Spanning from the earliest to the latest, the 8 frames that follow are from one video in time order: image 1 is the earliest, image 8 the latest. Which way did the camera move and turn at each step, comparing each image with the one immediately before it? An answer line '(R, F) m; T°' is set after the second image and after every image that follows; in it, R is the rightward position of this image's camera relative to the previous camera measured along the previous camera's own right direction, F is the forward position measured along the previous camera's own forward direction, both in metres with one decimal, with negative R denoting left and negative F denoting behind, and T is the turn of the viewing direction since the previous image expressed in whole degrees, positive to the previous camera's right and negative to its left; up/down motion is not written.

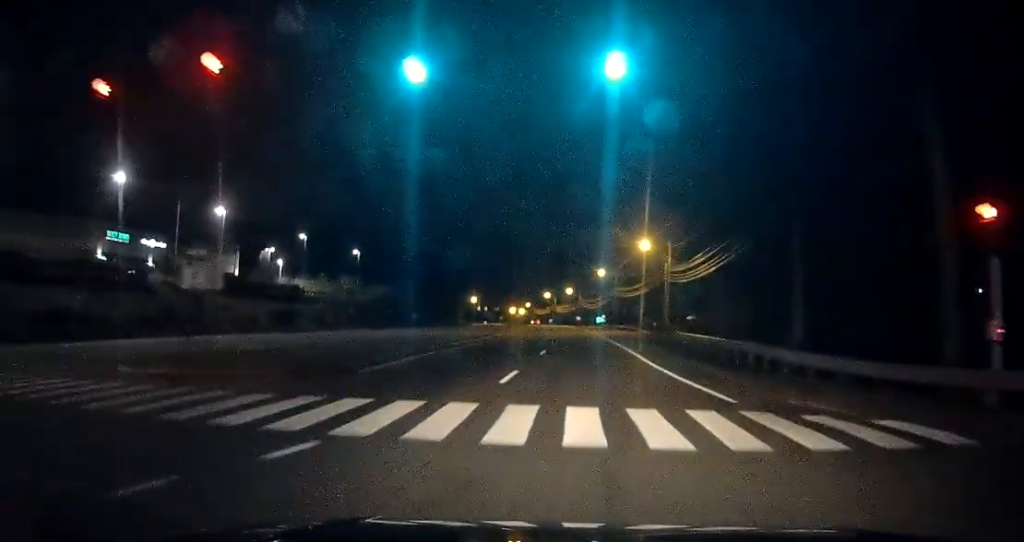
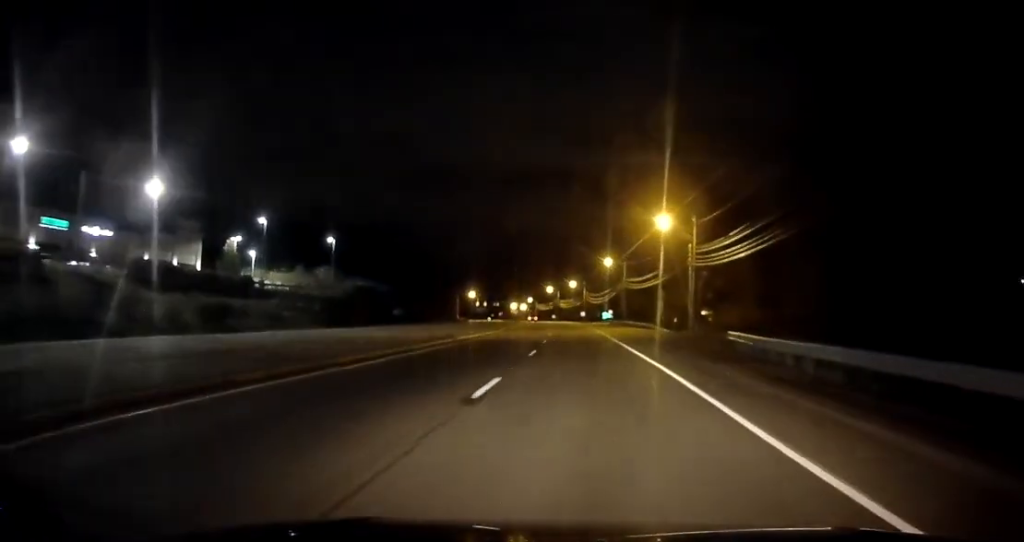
(-0.2, +16.0) m; 0°
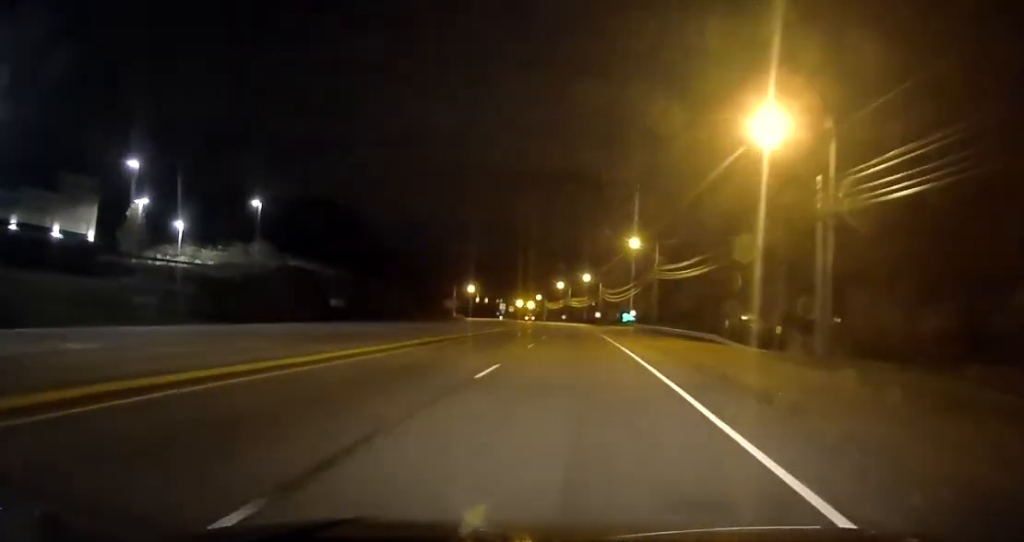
(0.0, +32.6) m; -1°
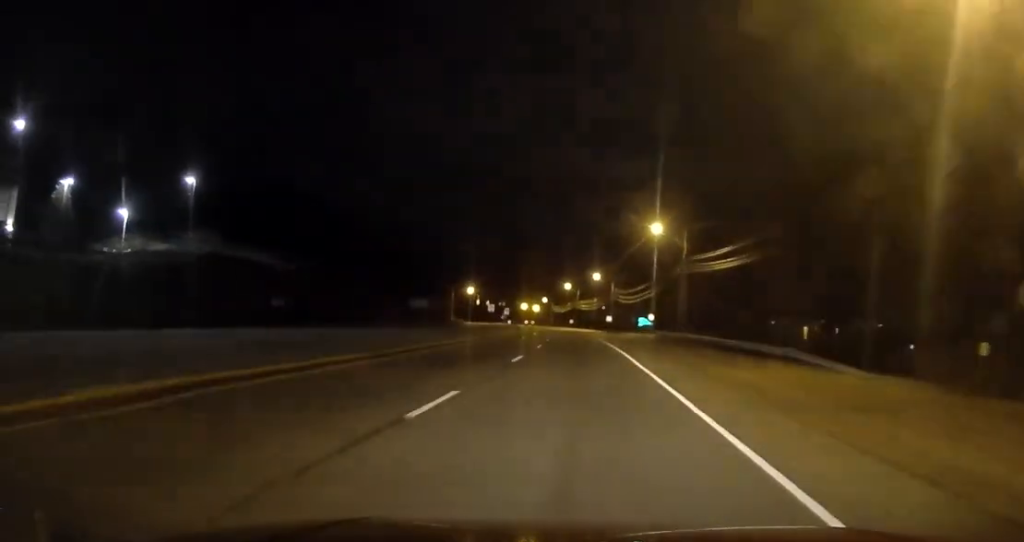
(-0.2, +16.8) m; -1°
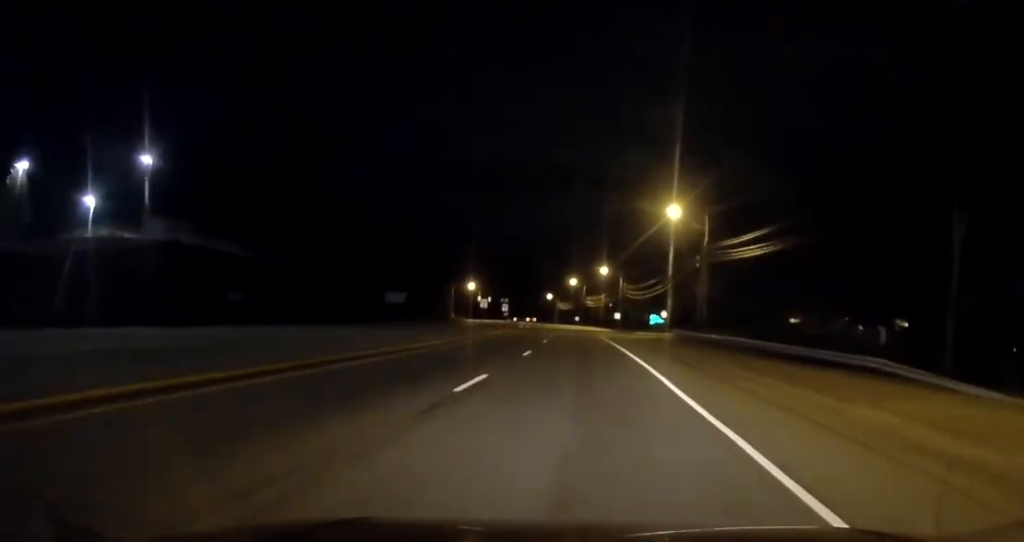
(0.0, +9.1) m; -1°
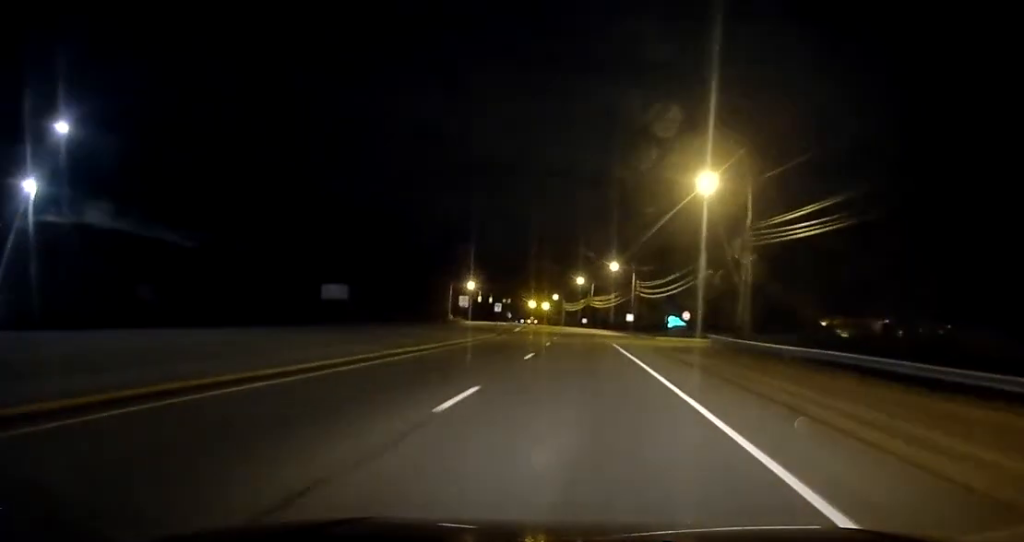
(-0.2, +14.8) m; 0°
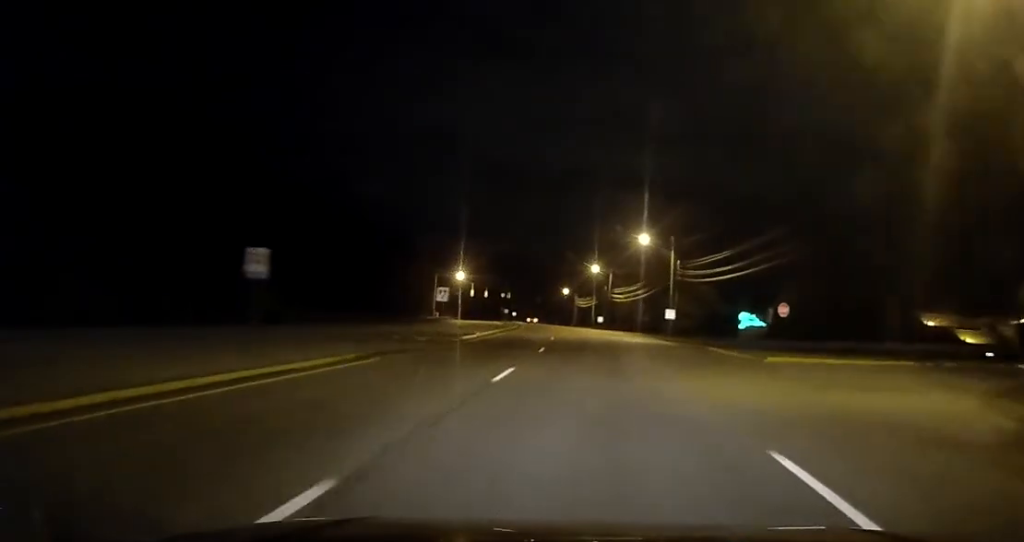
(-0.1, +33.4) m; -1°
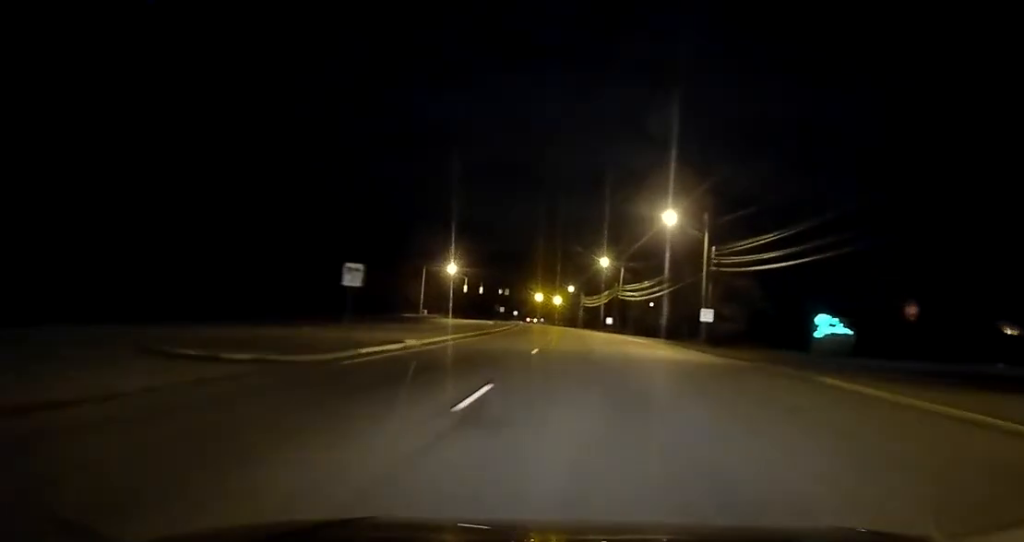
(-0.1, +16.5) m; 0°
